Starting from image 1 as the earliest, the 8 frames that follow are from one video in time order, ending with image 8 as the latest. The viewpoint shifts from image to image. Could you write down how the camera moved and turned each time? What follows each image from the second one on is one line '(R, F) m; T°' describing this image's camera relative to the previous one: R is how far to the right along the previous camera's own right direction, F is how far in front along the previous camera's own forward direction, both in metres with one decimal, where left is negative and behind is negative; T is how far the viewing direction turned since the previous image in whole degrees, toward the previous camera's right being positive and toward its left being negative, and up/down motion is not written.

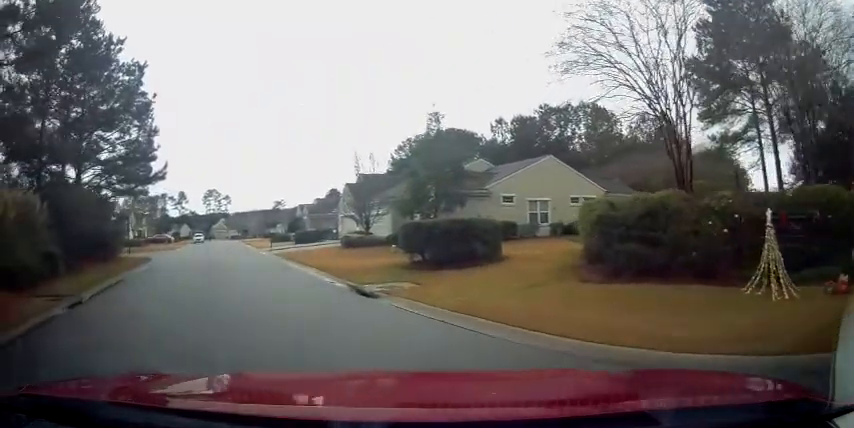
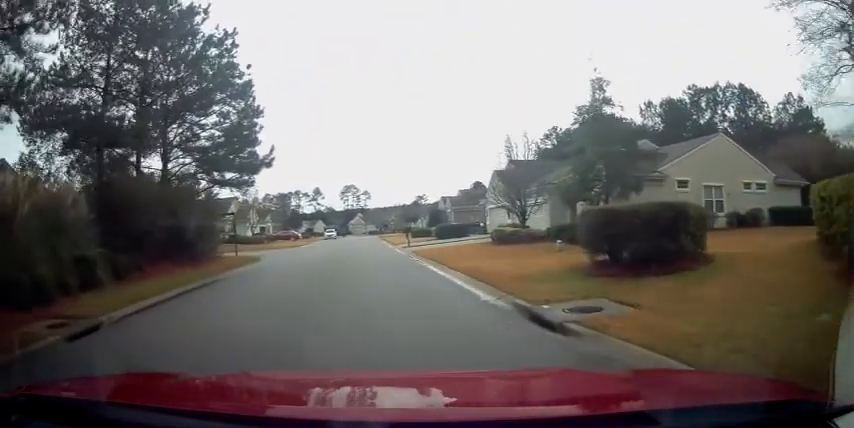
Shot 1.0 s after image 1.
(-1.0, +5.8) m; -17°
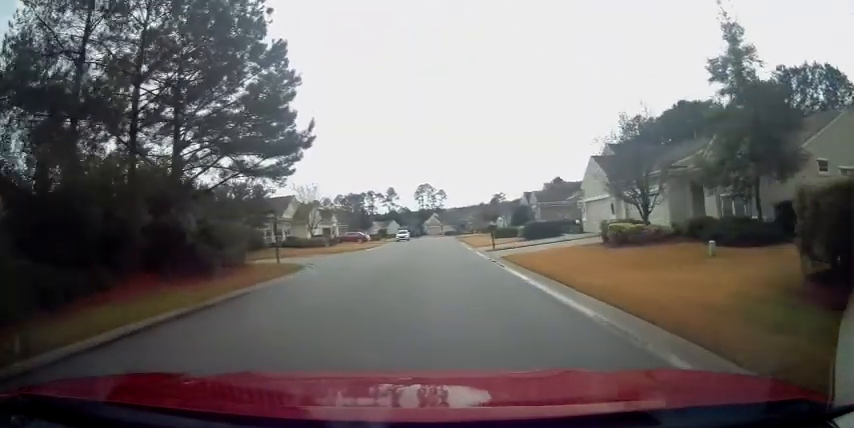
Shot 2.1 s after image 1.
(-0.8, +7.1) m; -9°
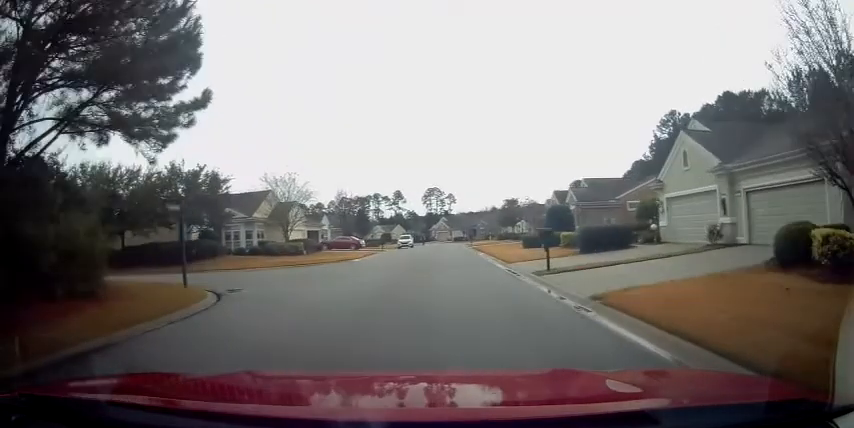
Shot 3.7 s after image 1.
(-0.3, +11.9) m; +1°
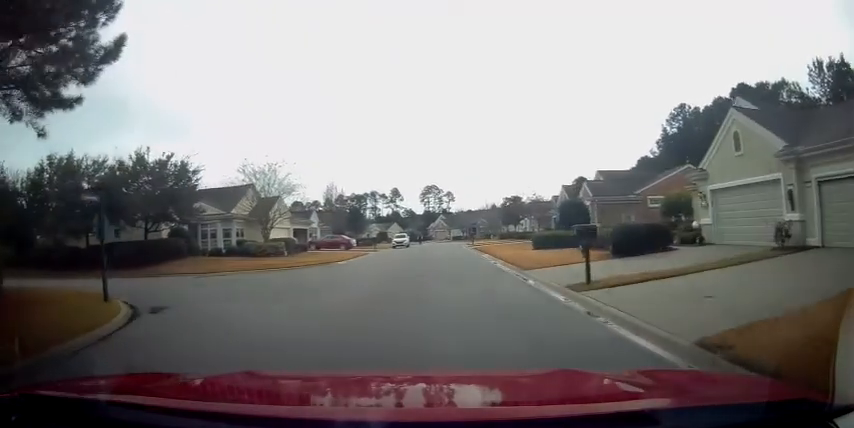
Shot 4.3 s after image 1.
(0.0, +4.4) m; +2°
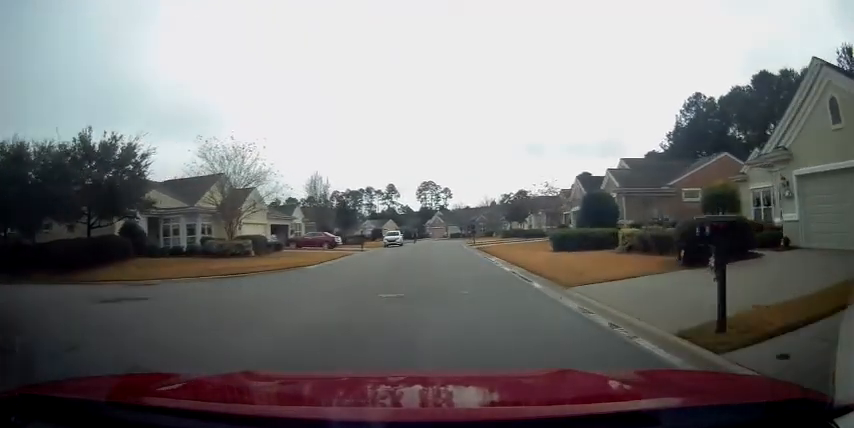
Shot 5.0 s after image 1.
(+0.4, +5.6) m; +1°
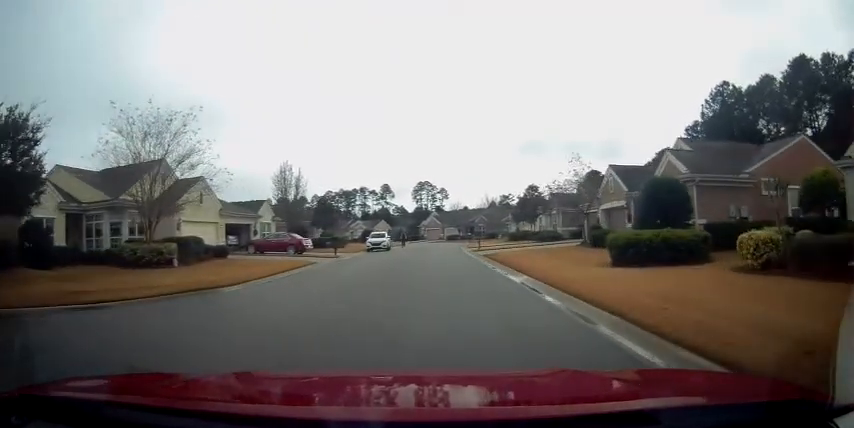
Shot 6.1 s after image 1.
(-0.2, +9.1) m; -2°
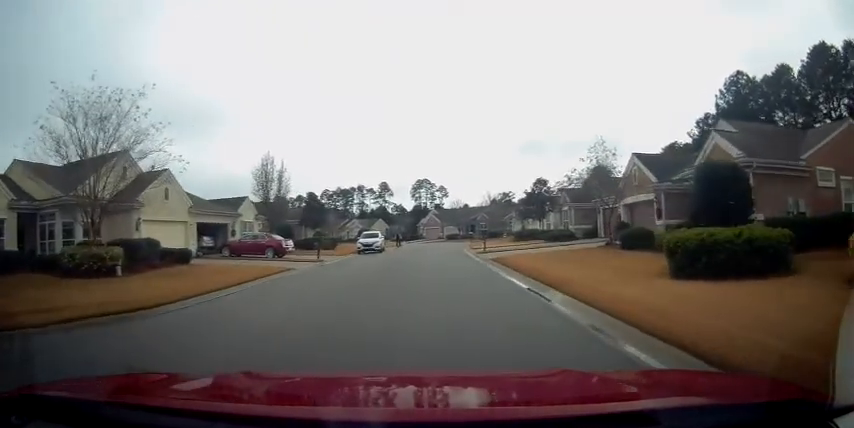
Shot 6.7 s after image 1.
(0.0, +4.4) m; +1°
